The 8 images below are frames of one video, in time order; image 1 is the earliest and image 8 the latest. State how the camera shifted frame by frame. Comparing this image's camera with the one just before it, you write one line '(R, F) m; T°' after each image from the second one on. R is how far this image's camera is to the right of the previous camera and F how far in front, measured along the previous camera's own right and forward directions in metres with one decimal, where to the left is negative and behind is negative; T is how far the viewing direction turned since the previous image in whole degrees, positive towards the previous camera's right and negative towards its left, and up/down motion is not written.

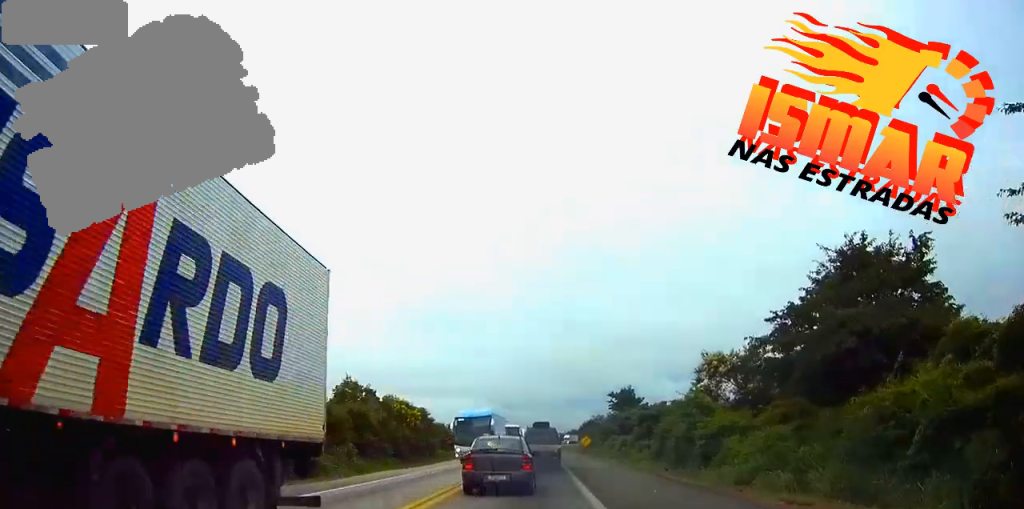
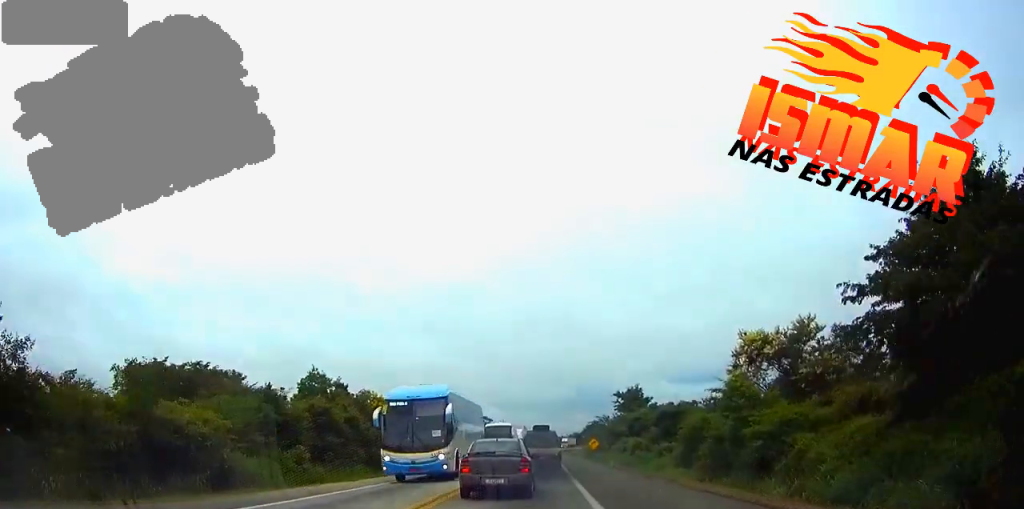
(0.0, +10.7) m; 0°
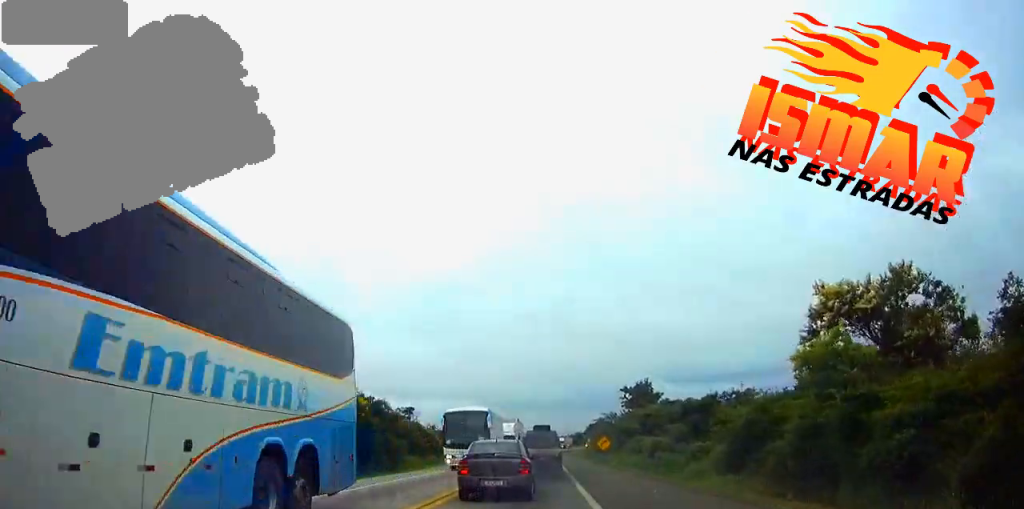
(0.0, +13.2) m; 0°
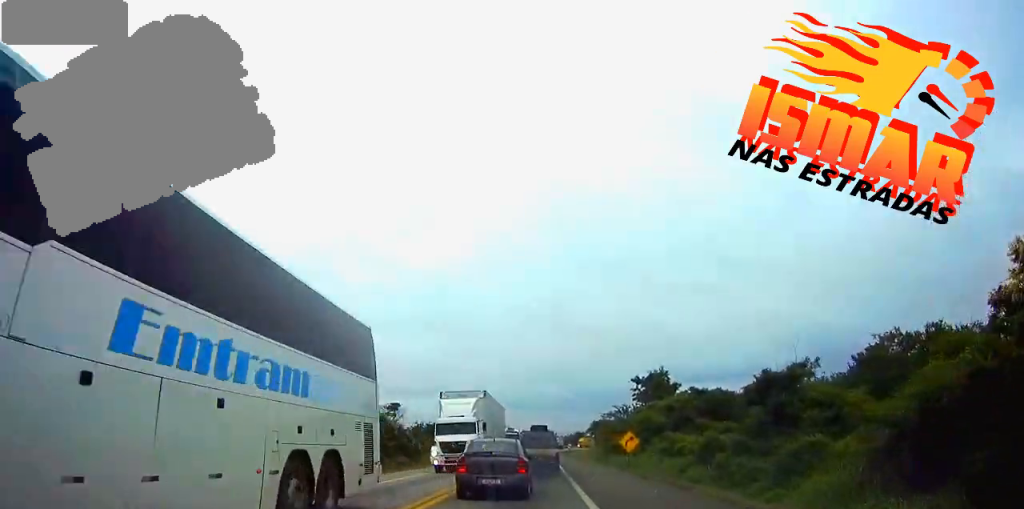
(-0.1, +19.5) m; 0°
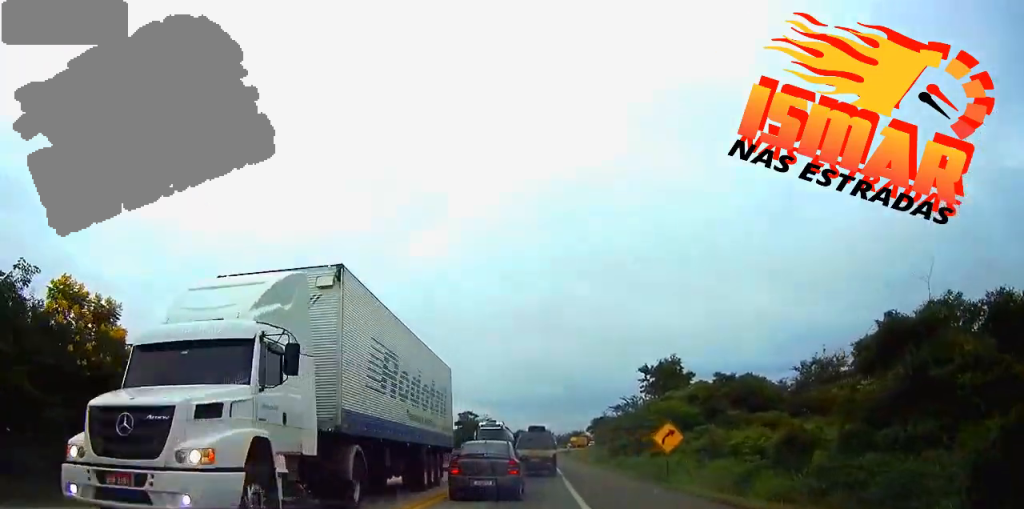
(+0.1, +14.2) m; 0°
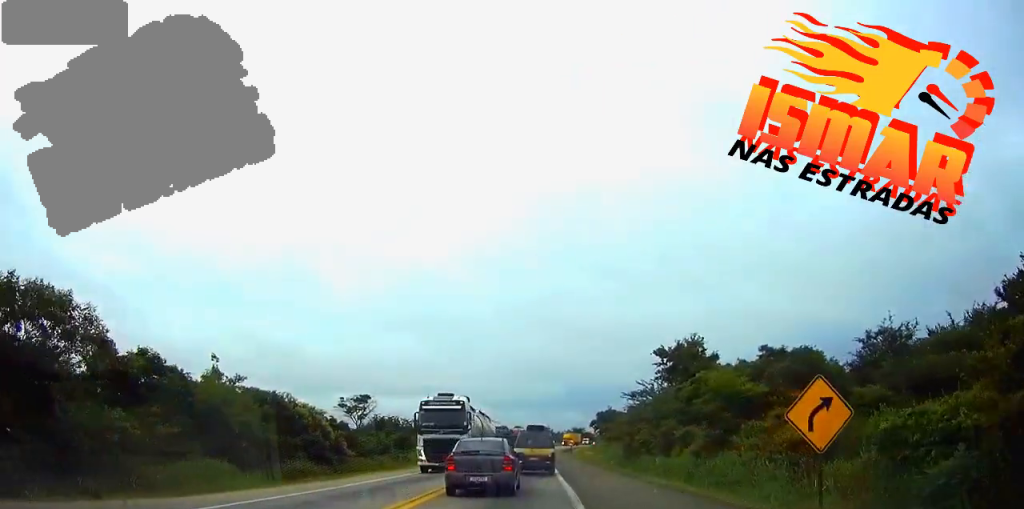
(0.0, +15.5) m; 0°
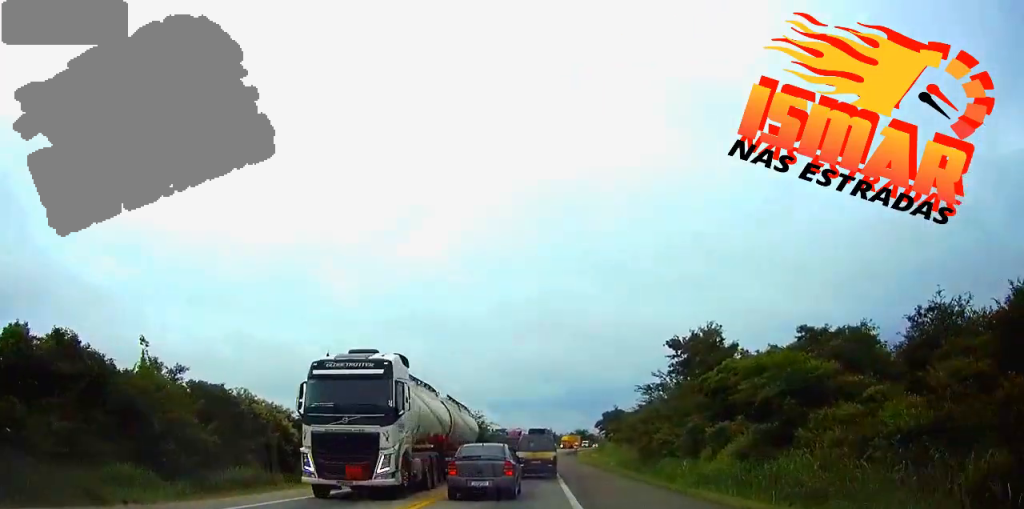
(0.0, +8.4) m; 0°
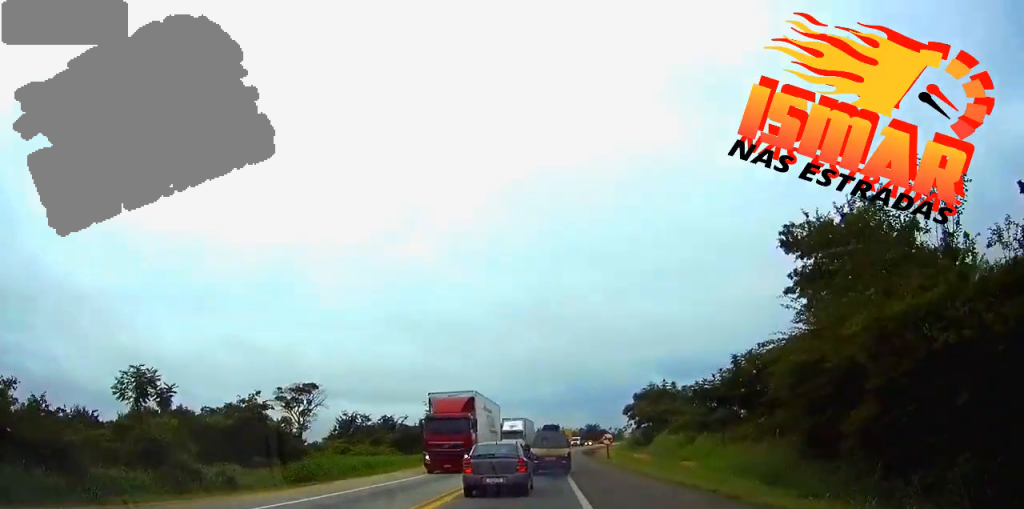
(-0.1, +38.7) m; 0°
